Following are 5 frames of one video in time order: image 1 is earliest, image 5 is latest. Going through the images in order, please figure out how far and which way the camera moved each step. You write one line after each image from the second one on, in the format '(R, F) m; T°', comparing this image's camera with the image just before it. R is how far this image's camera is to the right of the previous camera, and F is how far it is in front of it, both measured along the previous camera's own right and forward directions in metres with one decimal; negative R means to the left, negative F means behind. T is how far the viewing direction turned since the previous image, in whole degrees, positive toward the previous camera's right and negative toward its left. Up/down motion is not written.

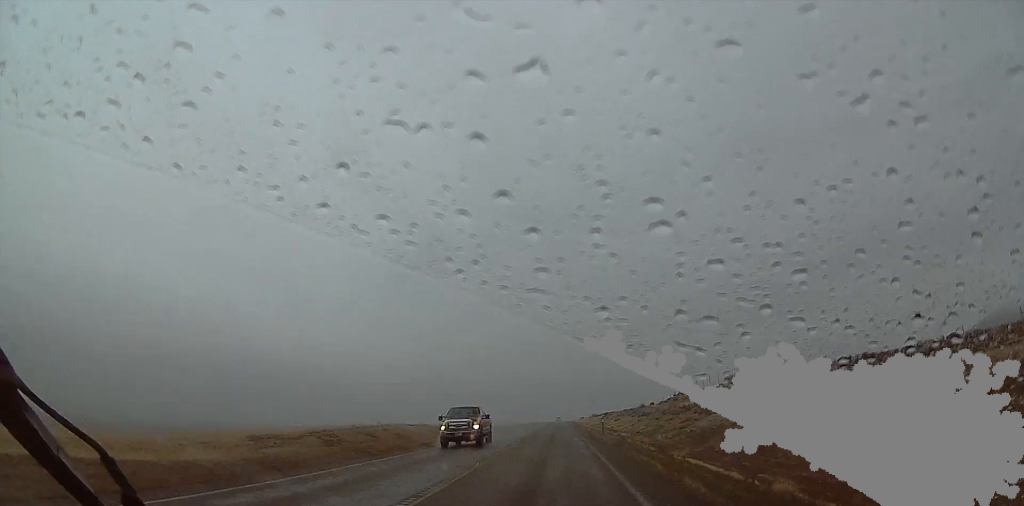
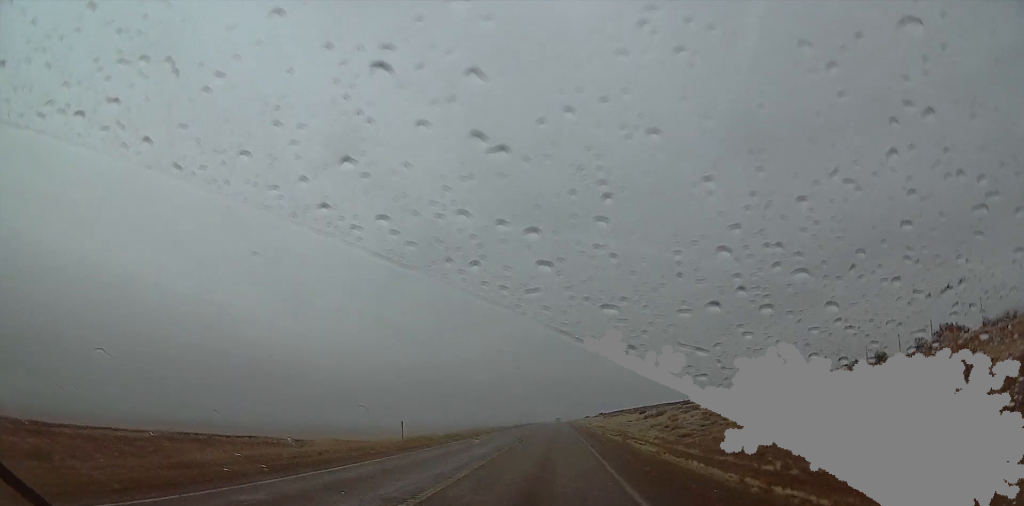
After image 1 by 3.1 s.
(-0.1, +80.8) m; 0°
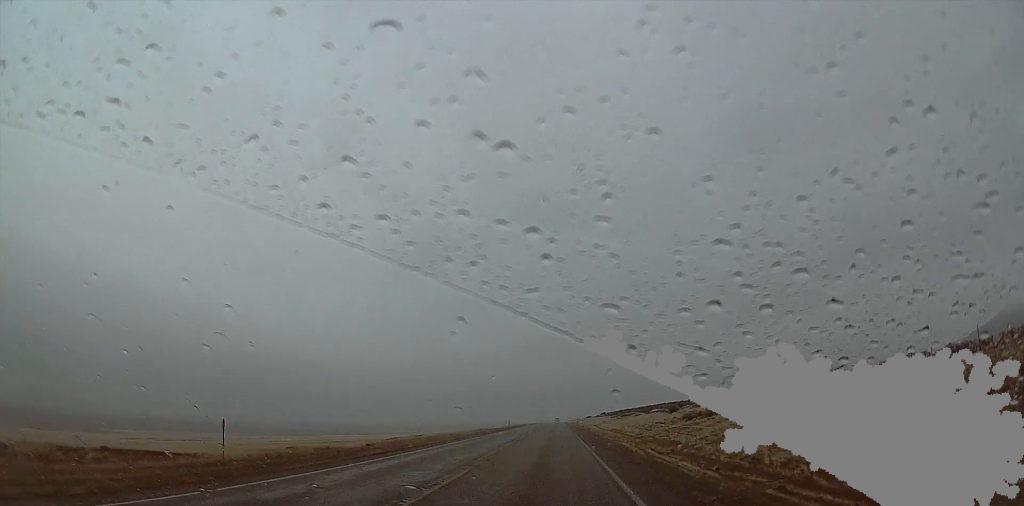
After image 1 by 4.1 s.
(+0.1, +28.2) m; 0°
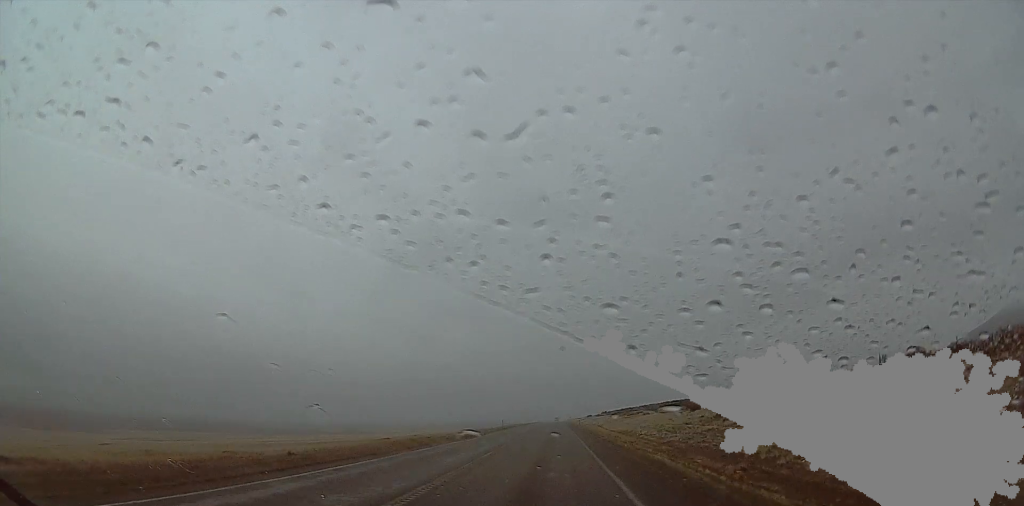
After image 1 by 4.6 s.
(-0.1, +12.3) m; 0°
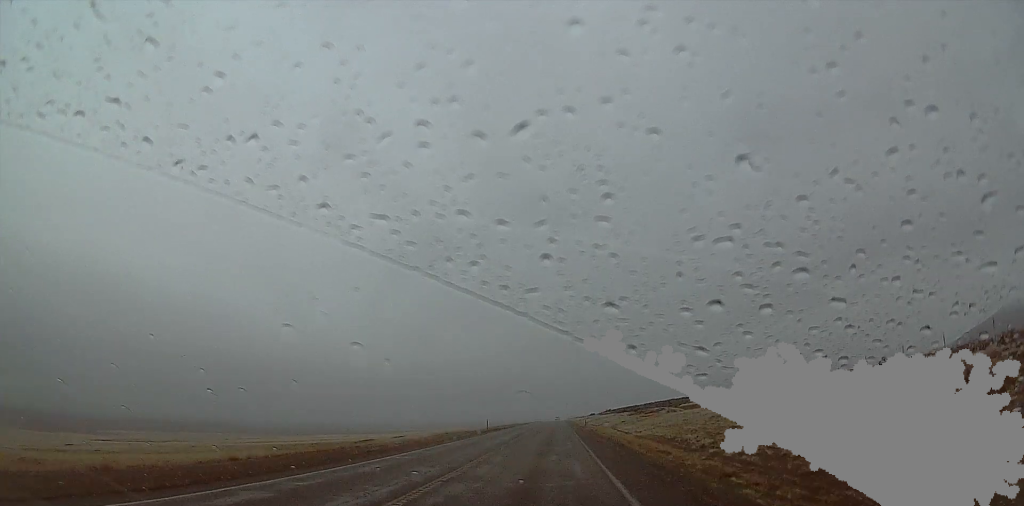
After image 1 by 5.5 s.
(0.0, +22.9) m; 0°
